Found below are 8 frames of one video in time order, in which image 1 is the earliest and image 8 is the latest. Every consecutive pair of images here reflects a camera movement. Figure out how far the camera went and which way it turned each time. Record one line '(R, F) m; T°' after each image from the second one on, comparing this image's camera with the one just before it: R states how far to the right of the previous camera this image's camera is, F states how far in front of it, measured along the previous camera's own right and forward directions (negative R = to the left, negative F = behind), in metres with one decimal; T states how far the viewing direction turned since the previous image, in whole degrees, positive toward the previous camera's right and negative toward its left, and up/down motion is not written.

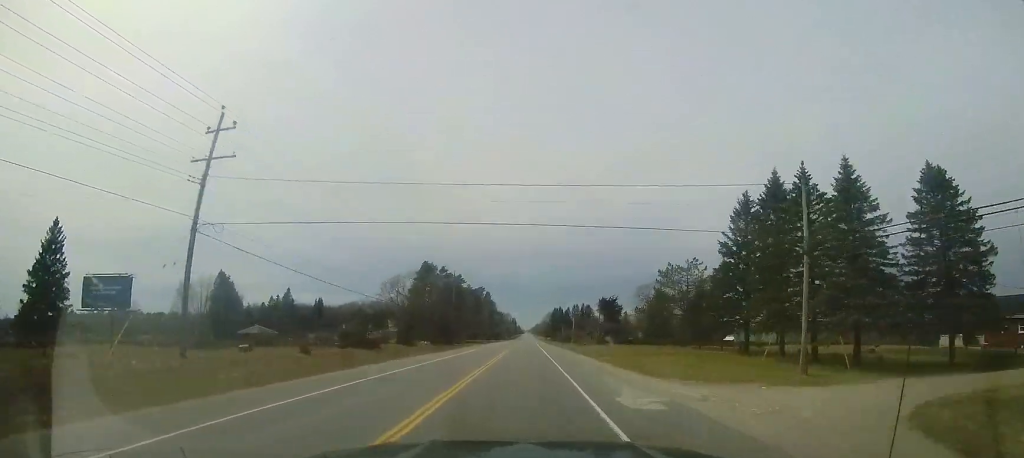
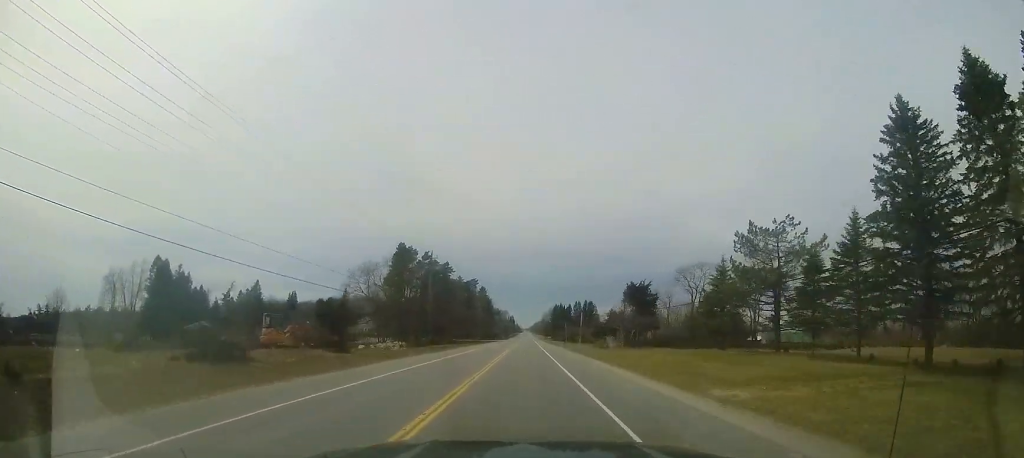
(+0.2, +18.0) m; 0°
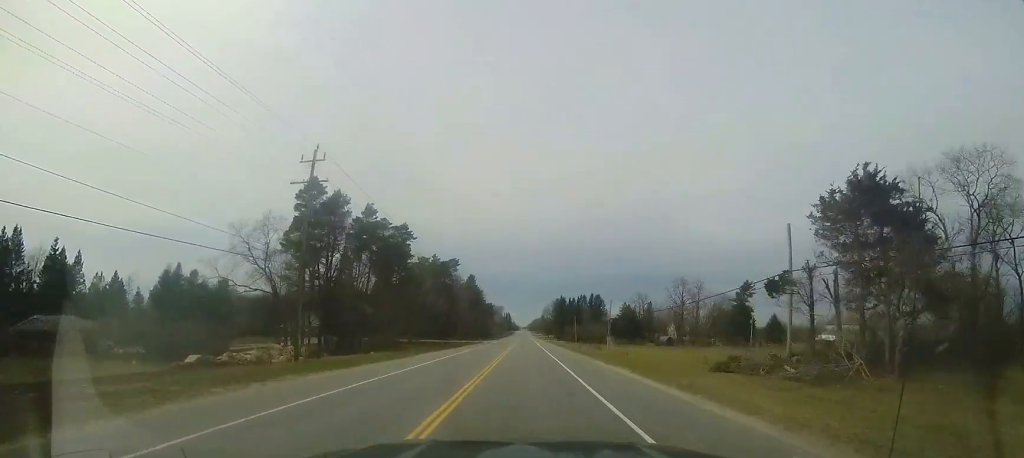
(+0.3, +34.2) m; 0°
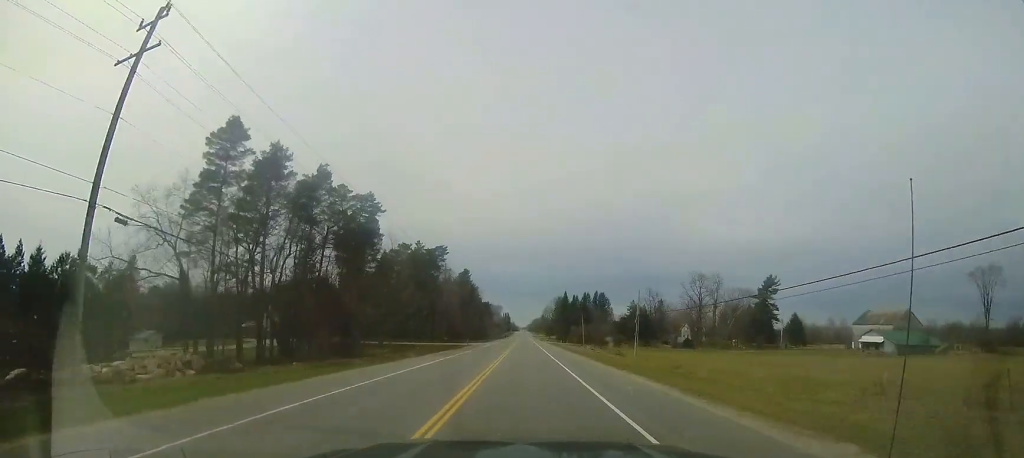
(0.0, +15.2) m; 0°
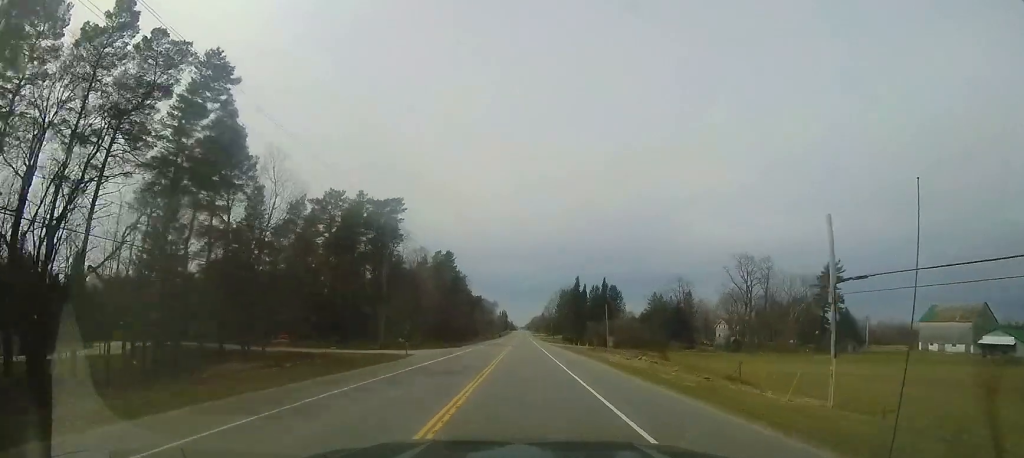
(0.0, +30.3) m; 0°
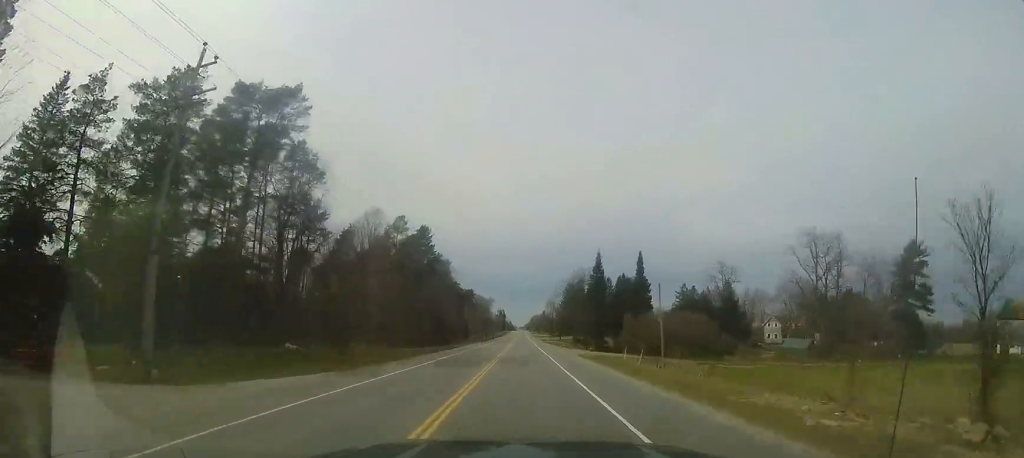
(0.0, +27.5) m; 0°
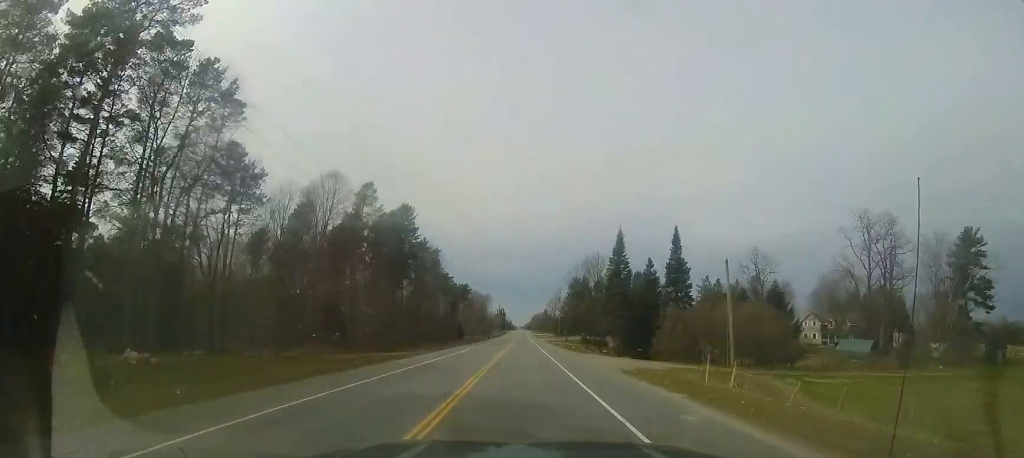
(-0.1, +14.3) m; 0°
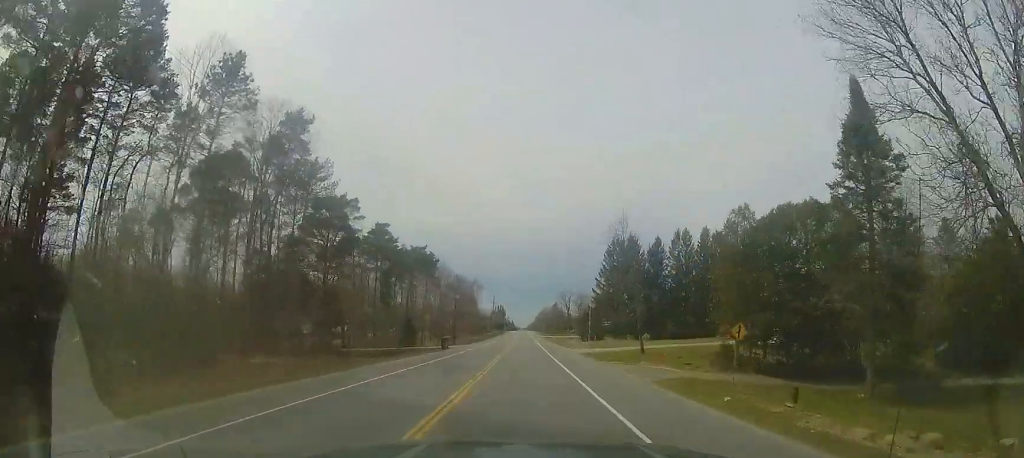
(+0.2, +60.5) m; 0°
